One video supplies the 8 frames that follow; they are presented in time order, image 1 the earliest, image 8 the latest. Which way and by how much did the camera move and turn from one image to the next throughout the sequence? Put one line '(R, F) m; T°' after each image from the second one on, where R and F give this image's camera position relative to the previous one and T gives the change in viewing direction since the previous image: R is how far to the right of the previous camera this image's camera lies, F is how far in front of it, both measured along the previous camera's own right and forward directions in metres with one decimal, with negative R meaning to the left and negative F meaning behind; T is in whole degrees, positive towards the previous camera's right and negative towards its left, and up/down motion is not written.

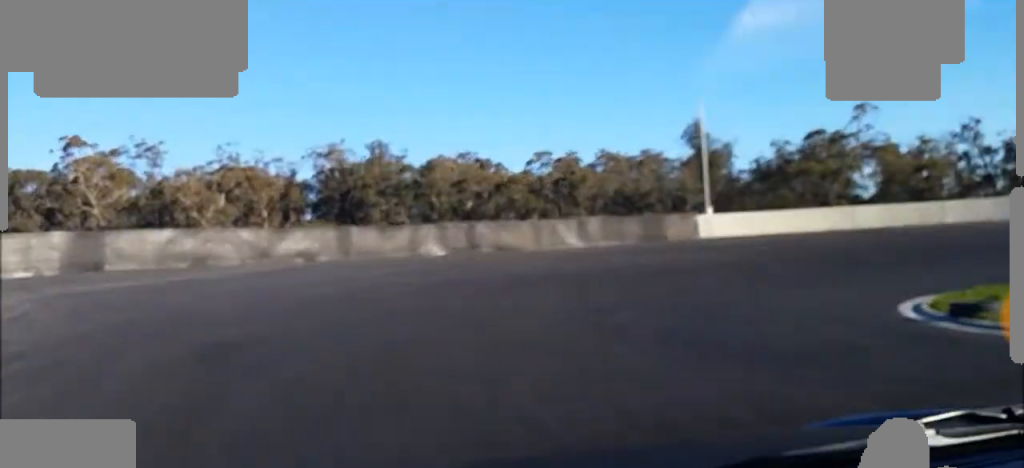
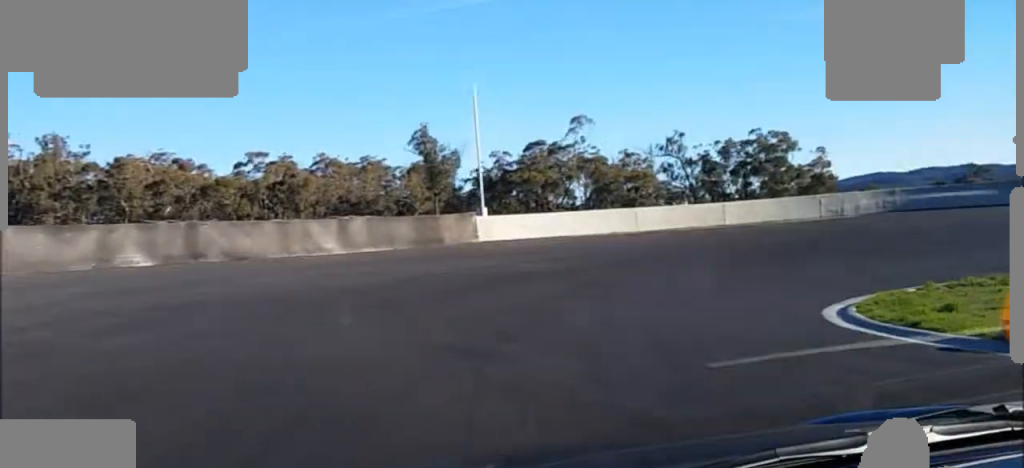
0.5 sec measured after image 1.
(+1.4, +6.9) m; +14°
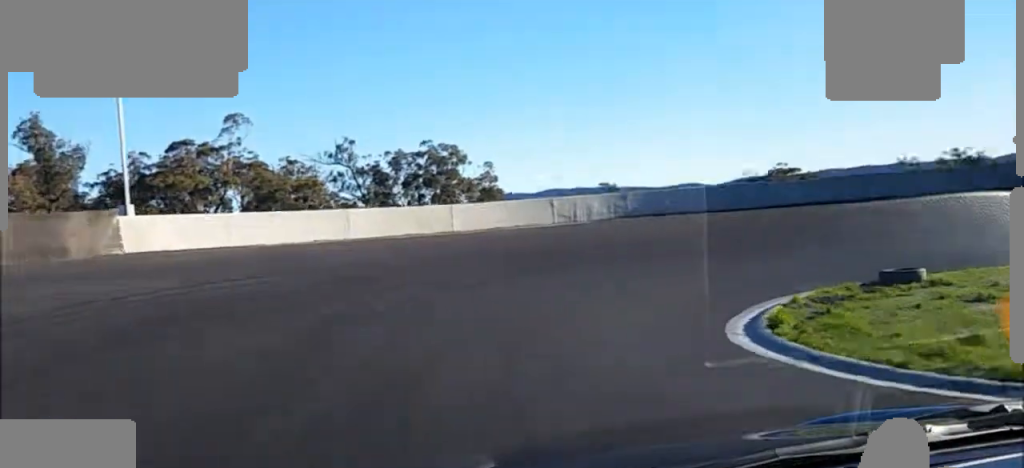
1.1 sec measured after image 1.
(+2.5, +7.9) m; +18°
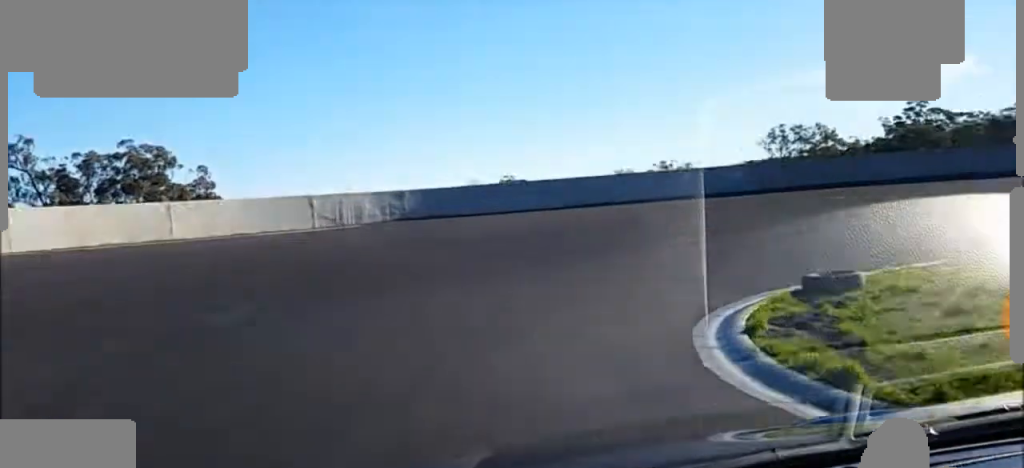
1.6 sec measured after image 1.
(+0.6, +6.3) m; +18°
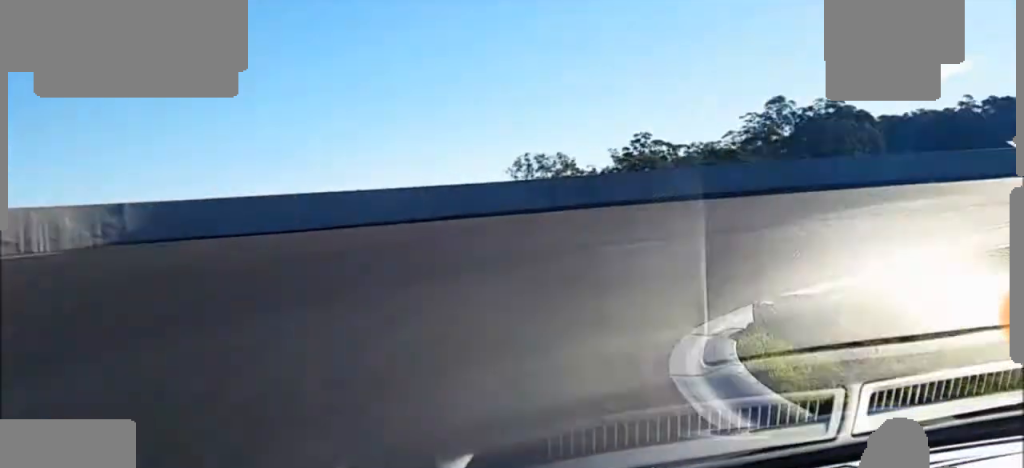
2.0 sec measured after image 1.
(-0.9, +4.9) m; +14°
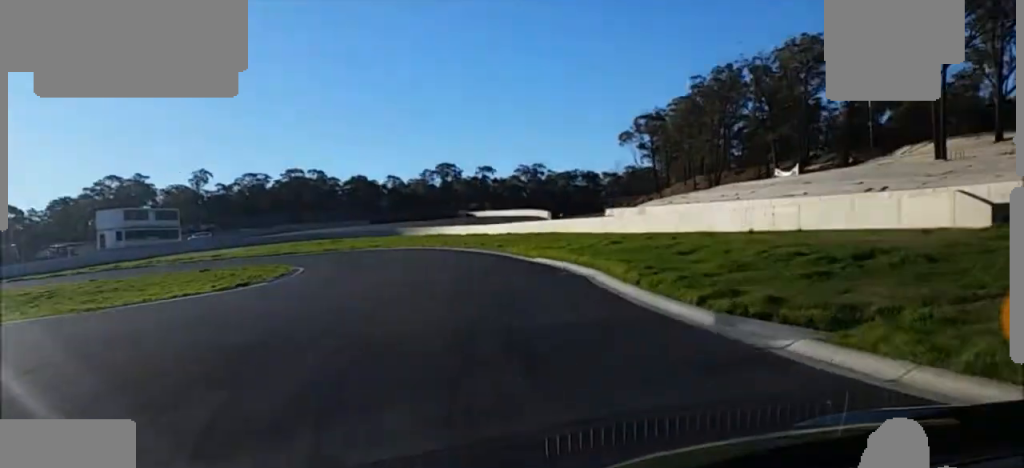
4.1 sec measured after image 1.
(+19.2, +13.6) m; +90°
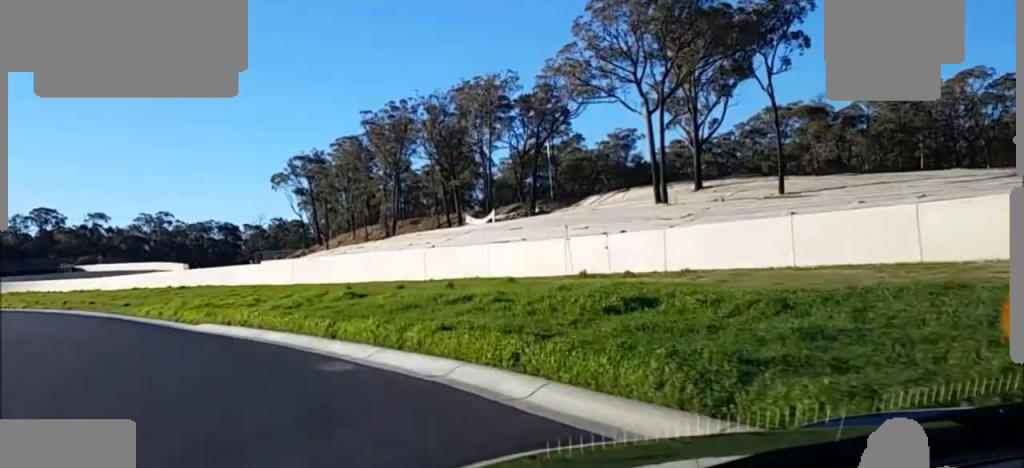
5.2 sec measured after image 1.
(+3.9, +16.4) m; +19°
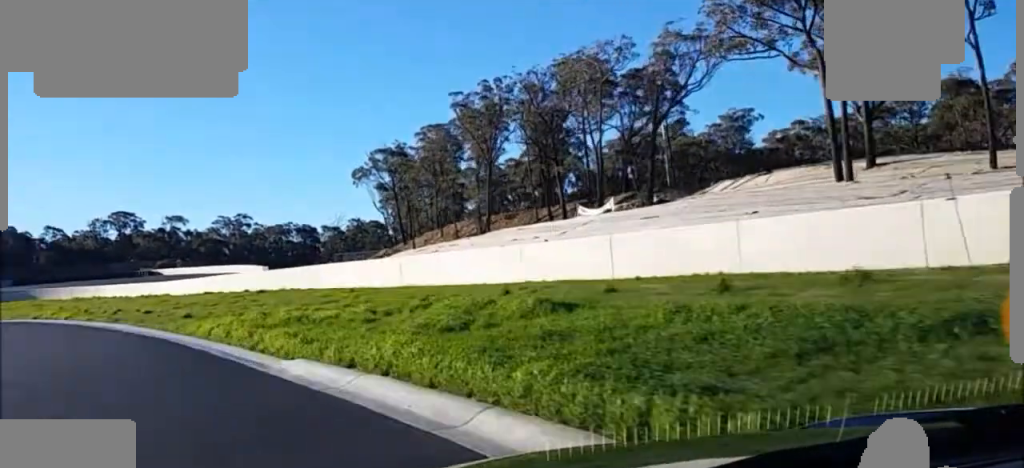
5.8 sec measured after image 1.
(+0.7, +10.6) m; -1°
